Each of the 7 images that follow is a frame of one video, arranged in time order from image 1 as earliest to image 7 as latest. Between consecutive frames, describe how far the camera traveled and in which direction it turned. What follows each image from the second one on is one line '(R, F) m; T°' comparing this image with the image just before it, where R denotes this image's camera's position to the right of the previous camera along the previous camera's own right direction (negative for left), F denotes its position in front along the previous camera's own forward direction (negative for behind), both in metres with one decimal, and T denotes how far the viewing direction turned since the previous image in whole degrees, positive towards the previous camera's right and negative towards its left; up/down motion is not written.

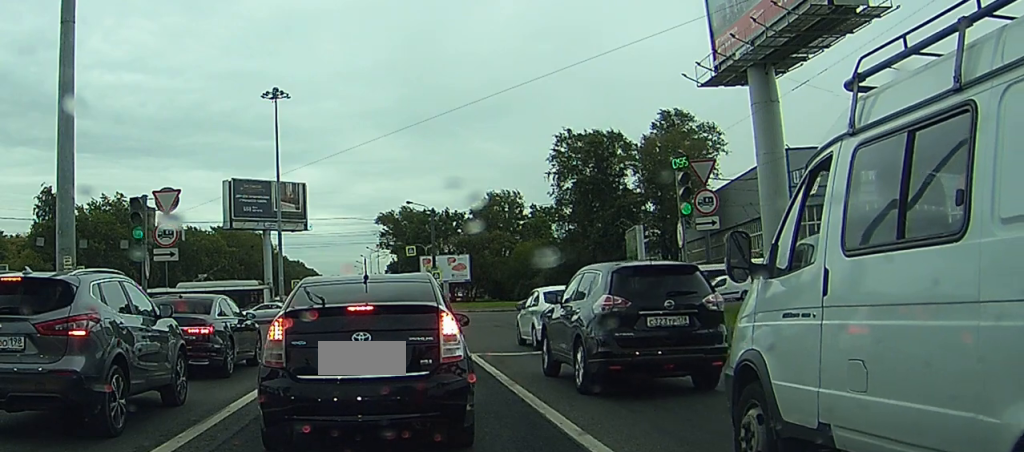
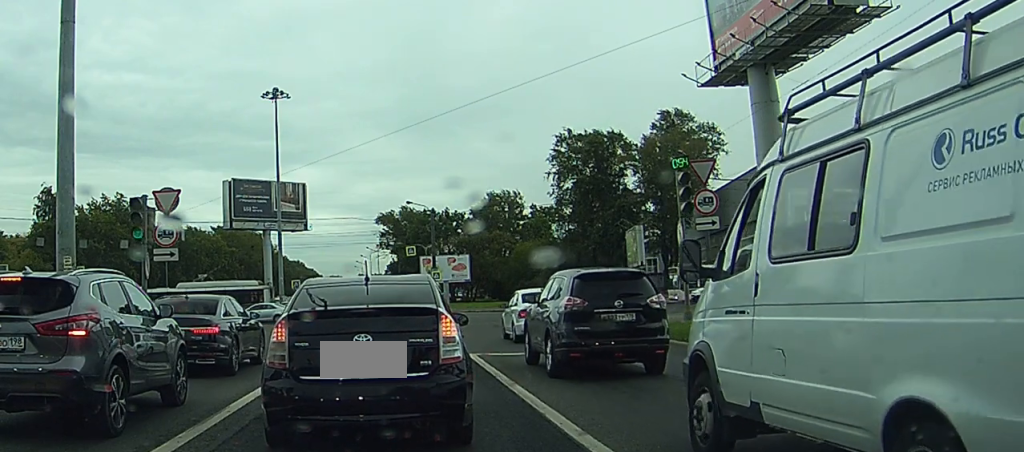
(0.0, 0.0) m; 0°
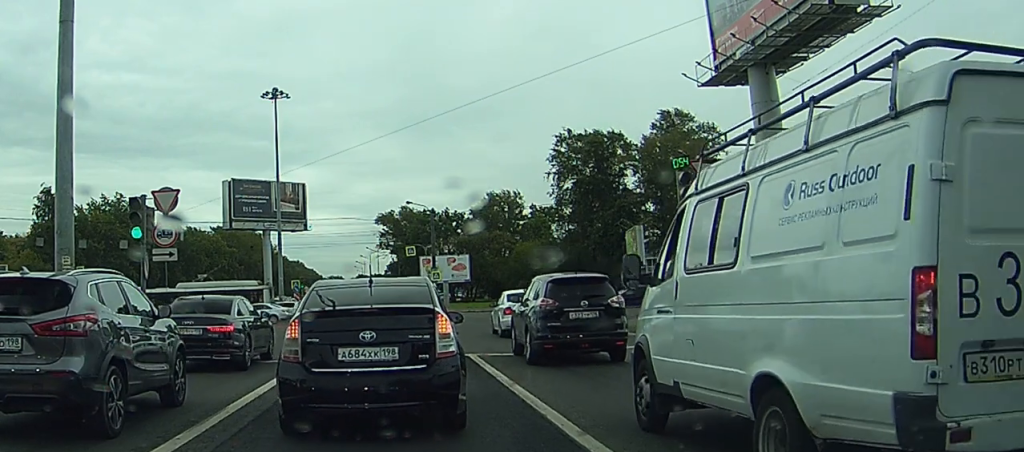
(0.0, 0.0) m; 0°
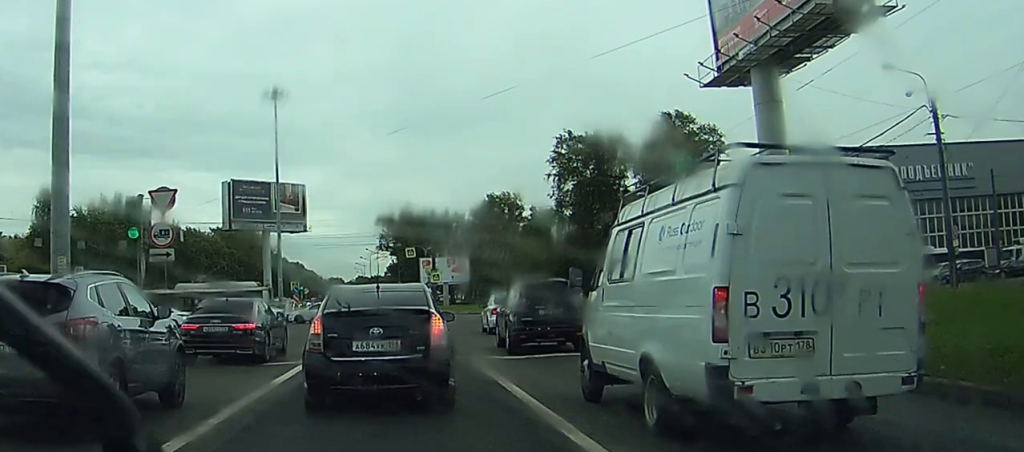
(0.0, 0.0) m; 0°
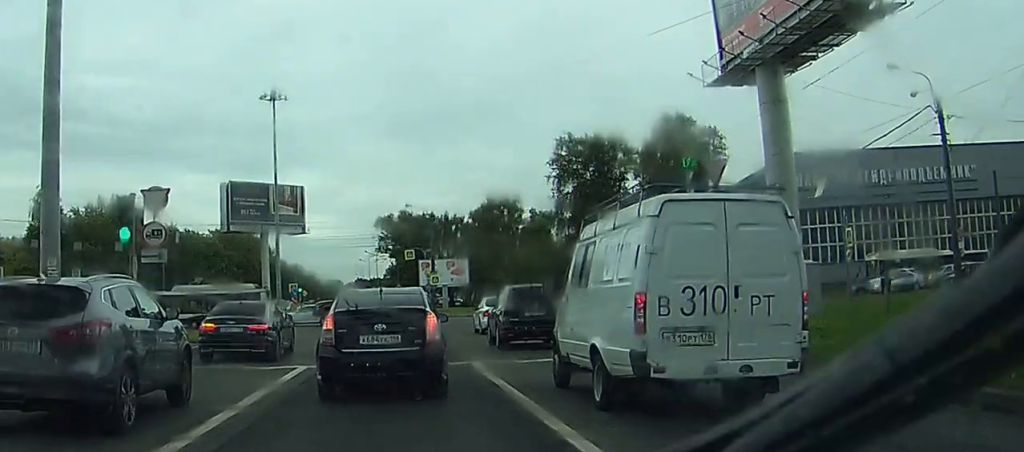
(0.0, 0.0) m; 0°
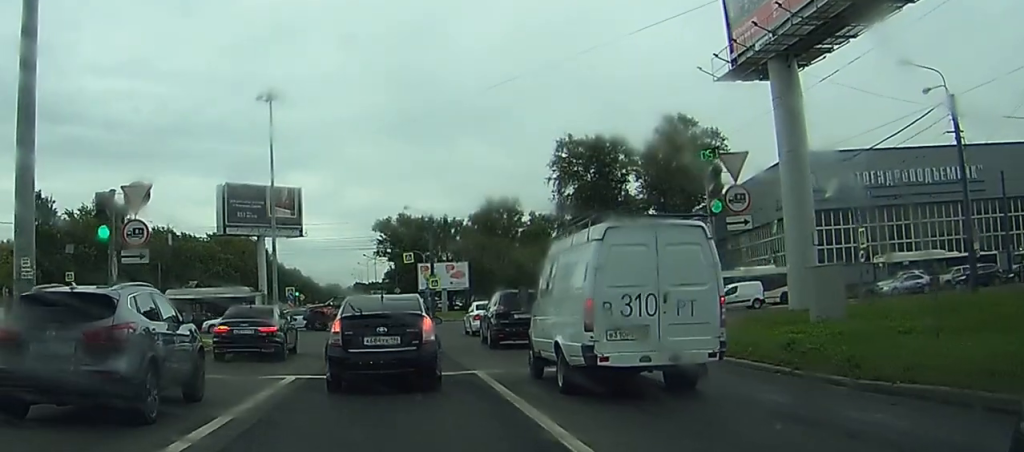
(0.0, -0.1) m; 0°
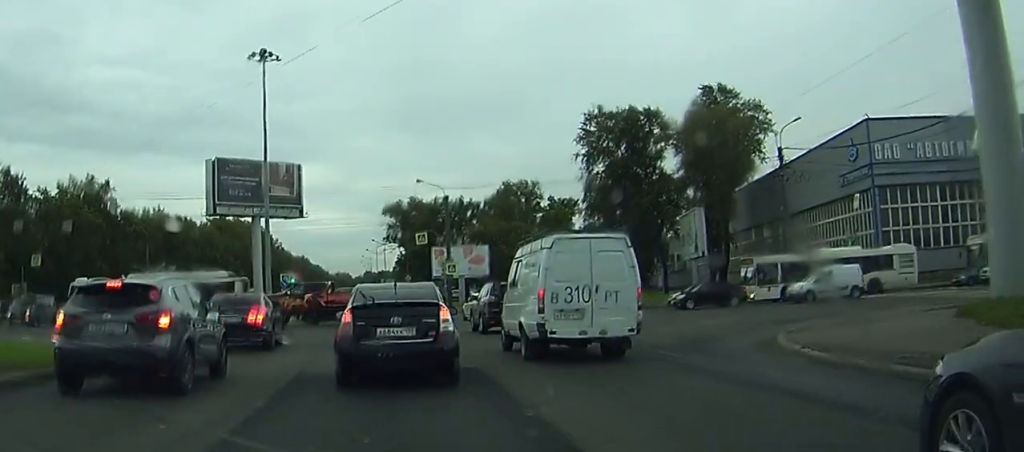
(0.0, +4.7) m; -1°
